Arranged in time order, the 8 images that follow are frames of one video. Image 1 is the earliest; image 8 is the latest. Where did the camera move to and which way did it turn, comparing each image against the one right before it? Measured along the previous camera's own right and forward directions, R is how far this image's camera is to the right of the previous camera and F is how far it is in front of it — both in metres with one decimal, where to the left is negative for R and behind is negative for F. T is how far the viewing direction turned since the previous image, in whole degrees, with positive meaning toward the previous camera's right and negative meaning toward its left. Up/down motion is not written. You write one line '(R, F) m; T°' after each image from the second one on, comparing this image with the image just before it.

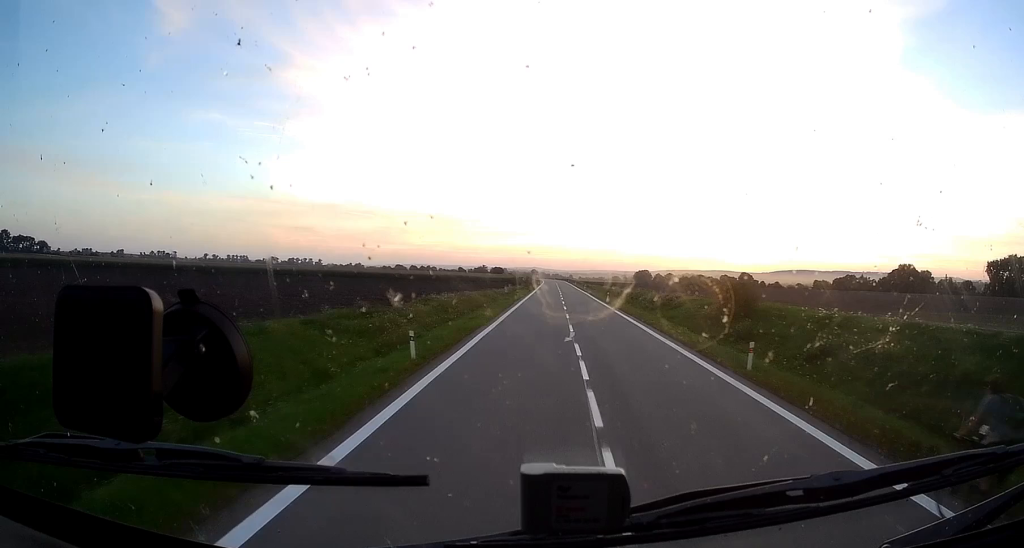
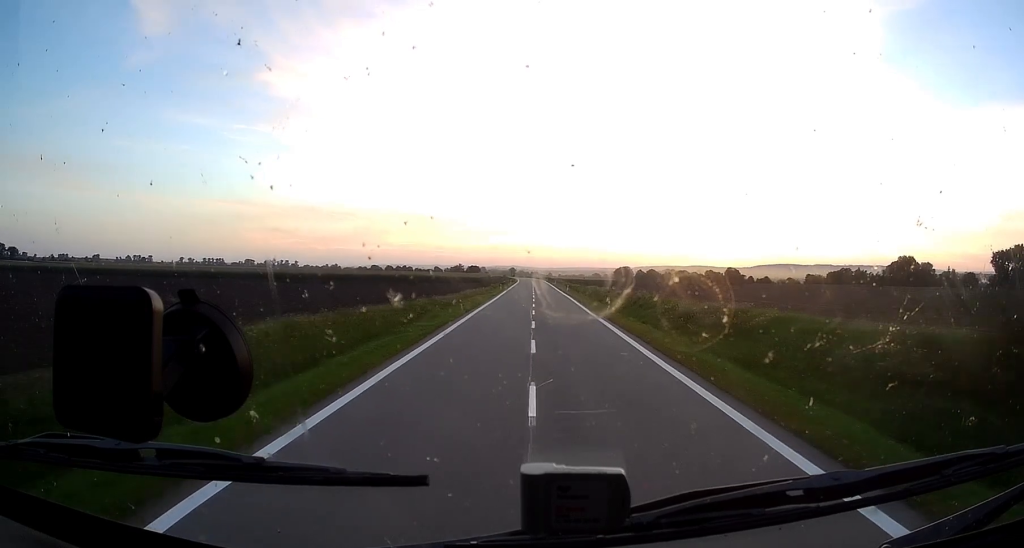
(+0.7, +26.3) m; +1°
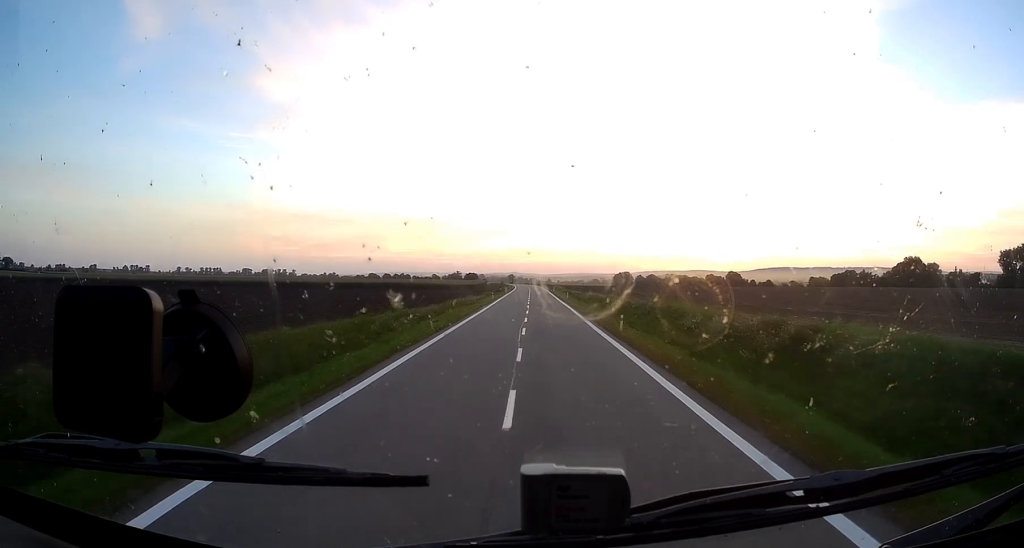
(0.0, +9.1) m; -1°
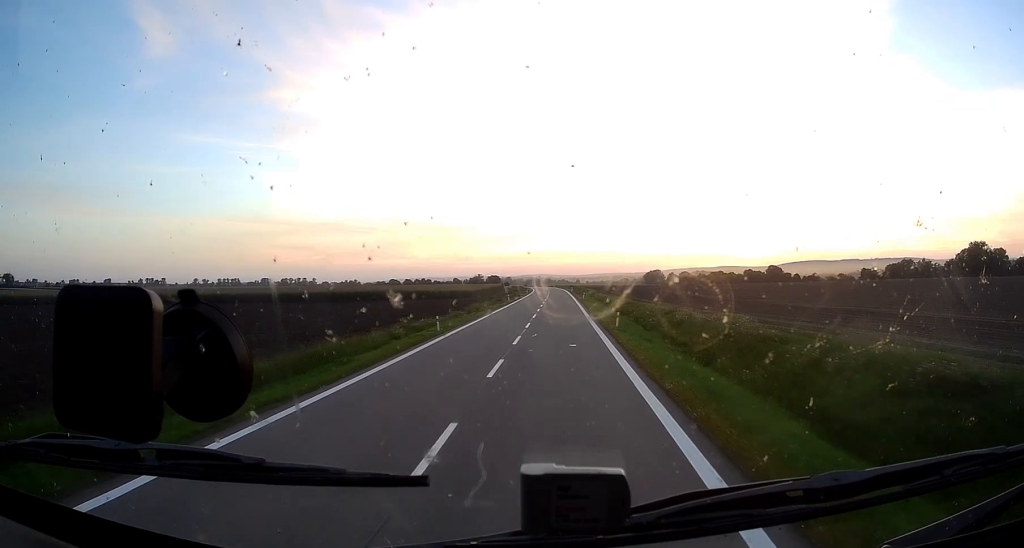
(-0.3, +48.1) m; -2°
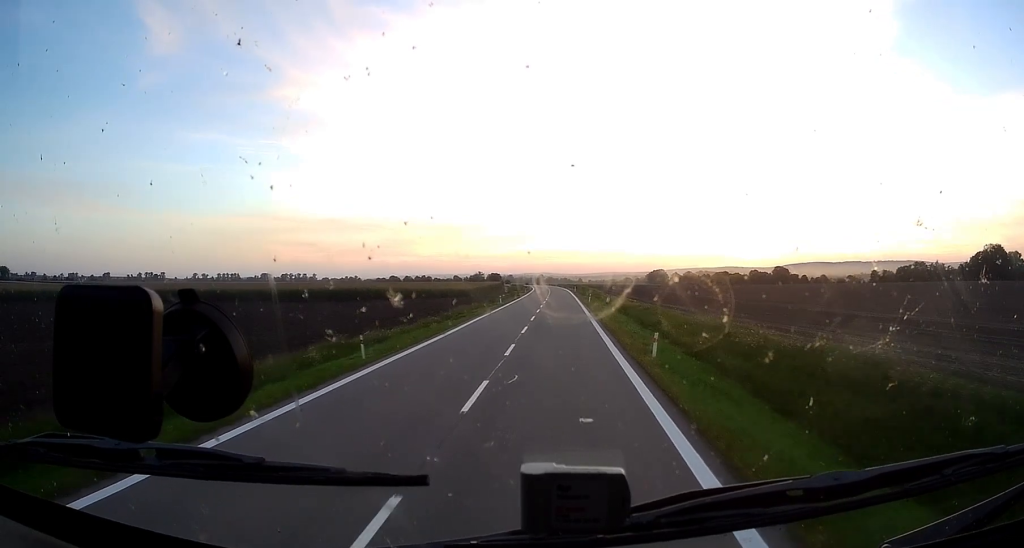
(-0.6, +13.4) m; 0°
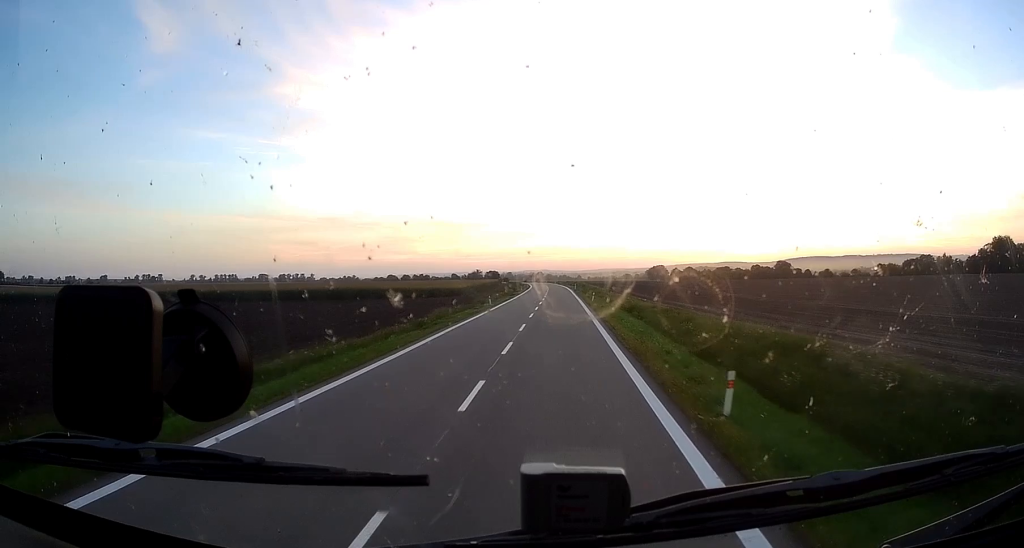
(-0.4, +9.2) m; 0°
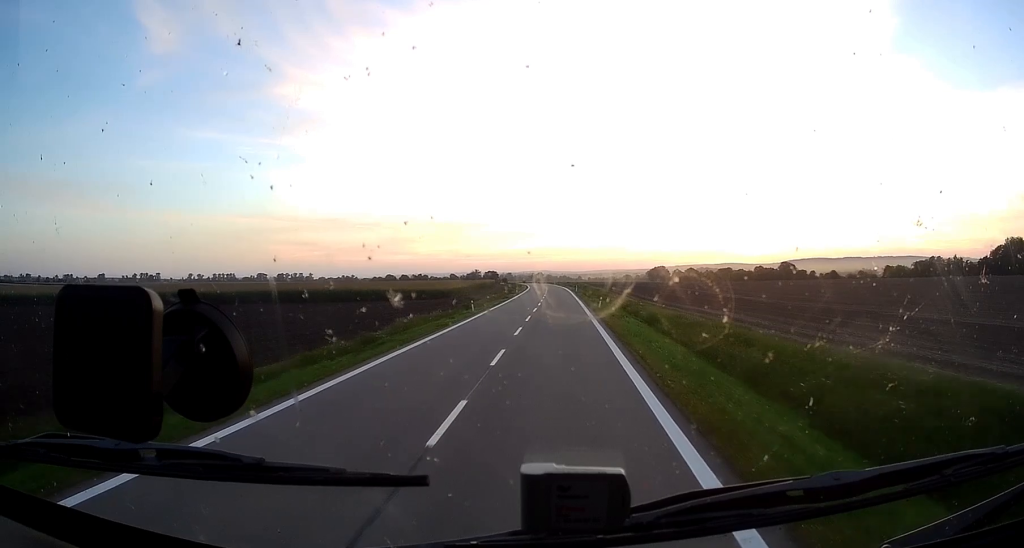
(+0.6, +11.8) m; 0°
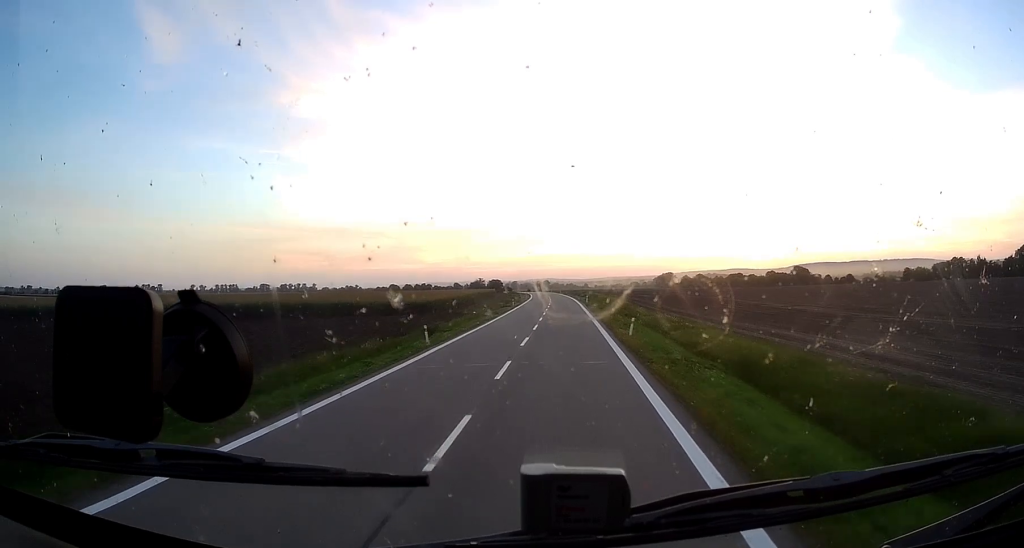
(-0.1, +18.6) m; -1°
